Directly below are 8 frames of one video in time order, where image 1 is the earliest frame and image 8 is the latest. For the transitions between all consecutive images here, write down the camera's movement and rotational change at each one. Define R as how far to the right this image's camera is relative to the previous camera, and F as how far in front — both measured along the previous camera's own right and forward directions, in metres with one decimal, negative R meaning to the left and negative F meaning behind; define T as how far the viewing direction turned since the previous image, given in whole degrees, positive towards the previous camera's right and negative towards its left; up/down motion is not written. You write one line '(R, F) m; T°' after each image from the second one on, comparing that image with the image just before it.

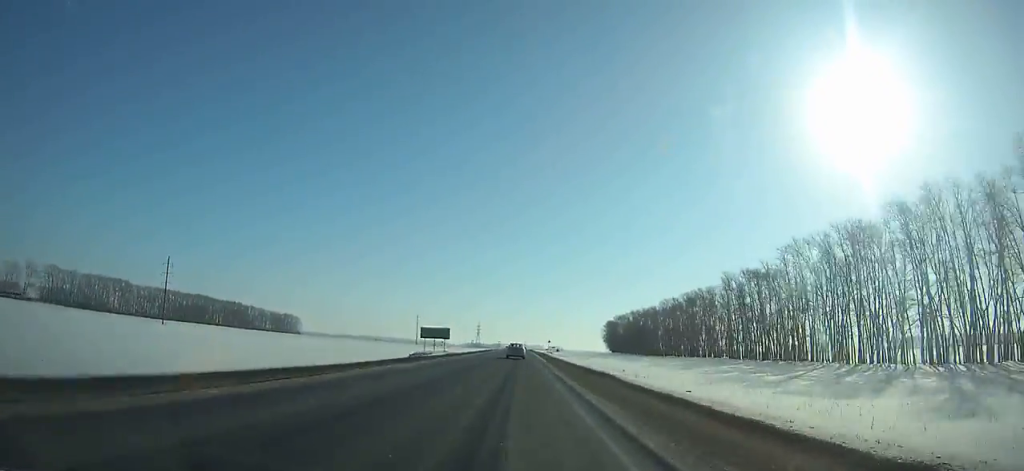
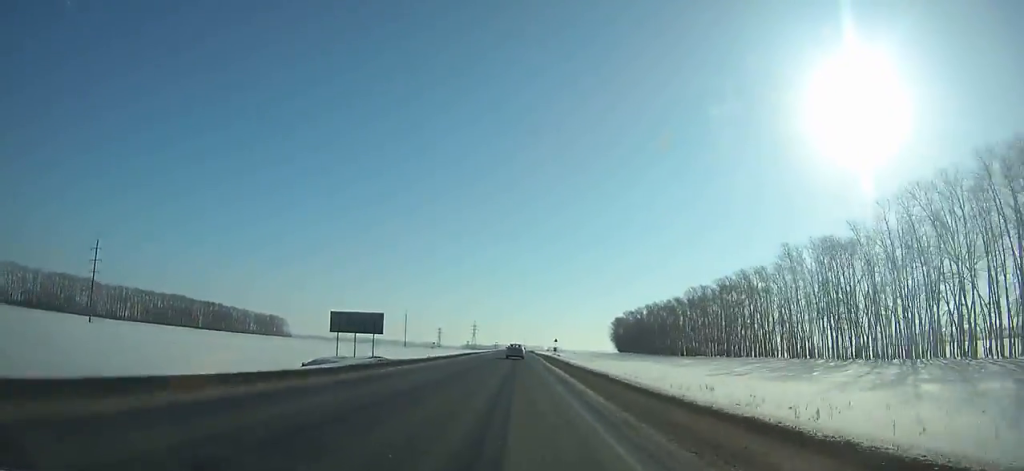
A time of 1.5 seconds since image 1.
(-0.1, +35.0) m; 0°
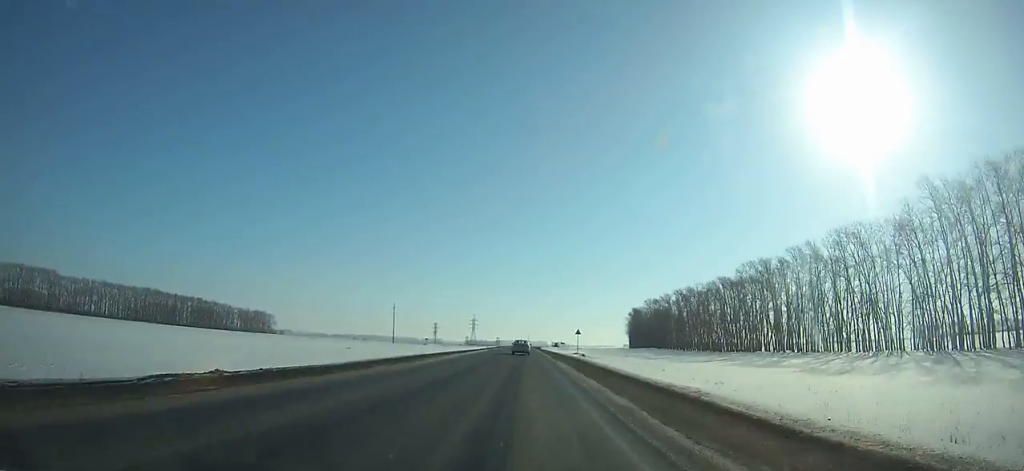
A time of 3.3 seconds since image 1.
(0.0, +41.6) m; 0°
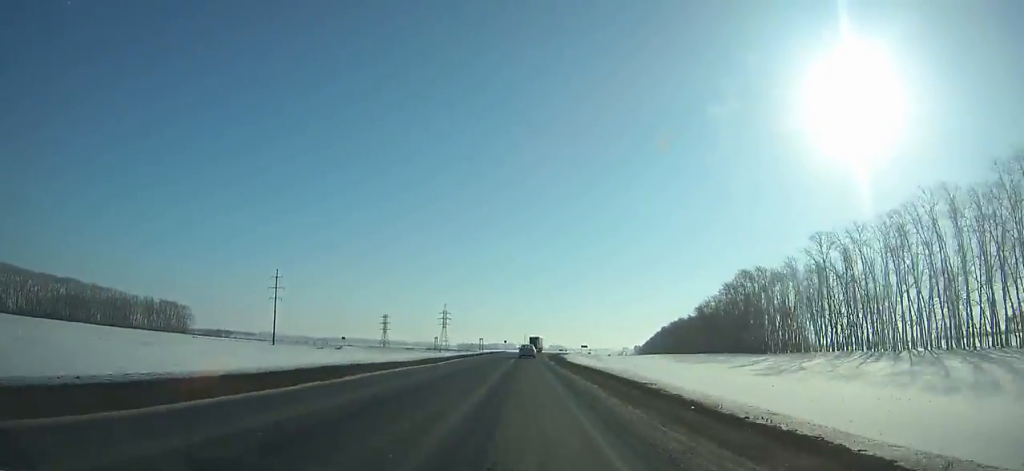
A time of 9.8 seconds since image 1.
(+0.6, +146.2) m; +1°
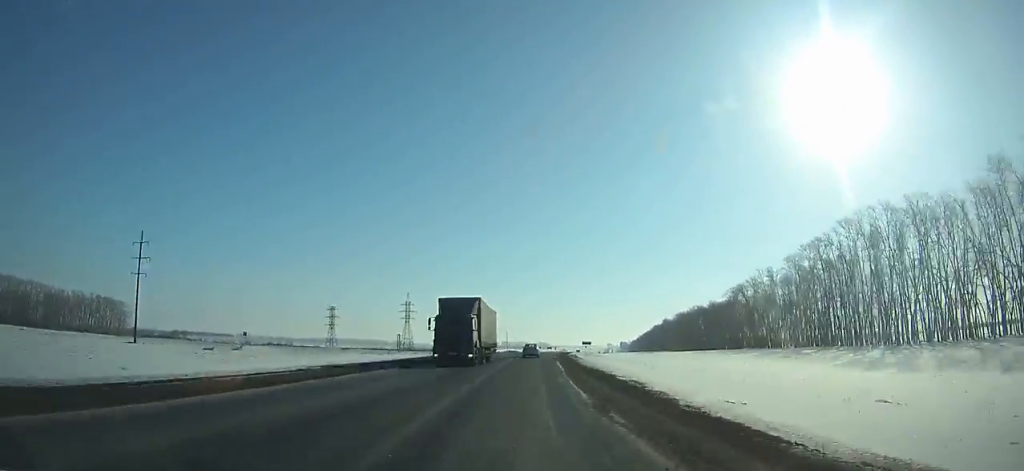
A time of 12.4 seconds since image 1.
(+0.6, +56.5) m; +2°
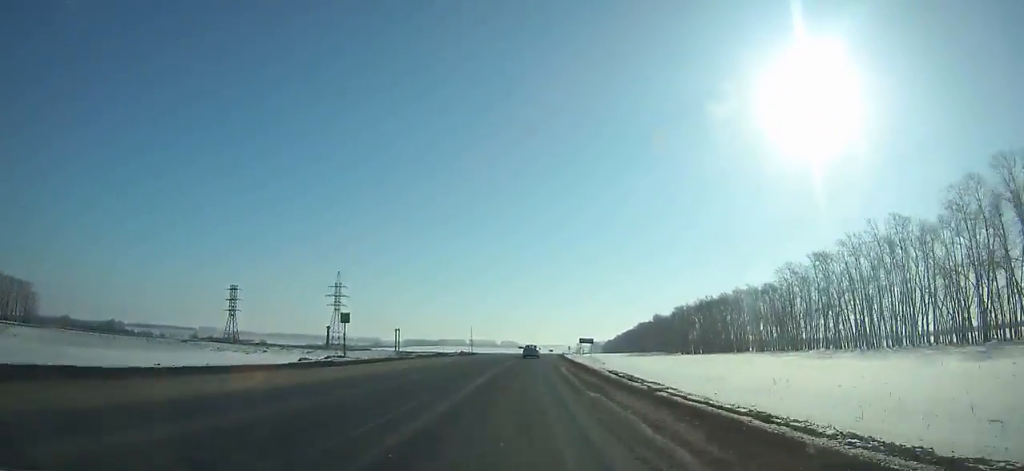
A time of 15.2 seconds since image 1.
(+1.2, +59.9) m; +2°
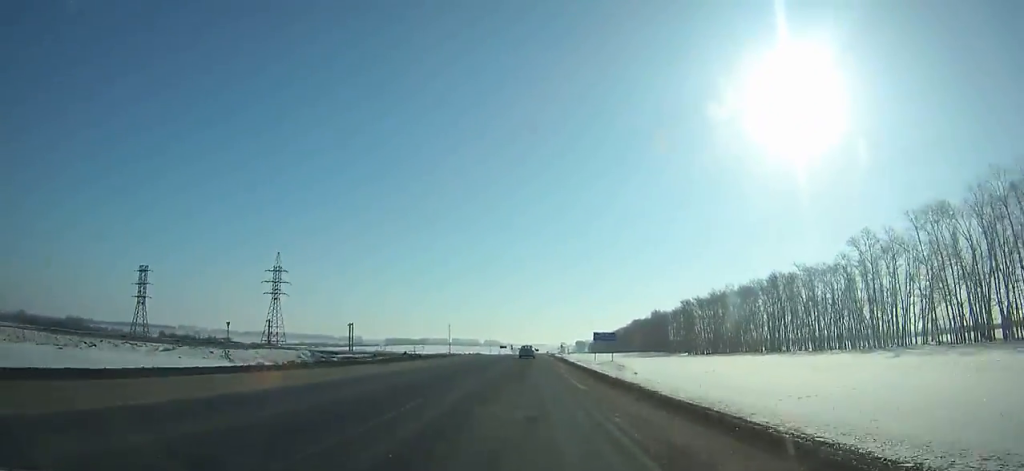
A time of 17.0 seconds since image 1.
(+0.5, +38.2) m; +1°
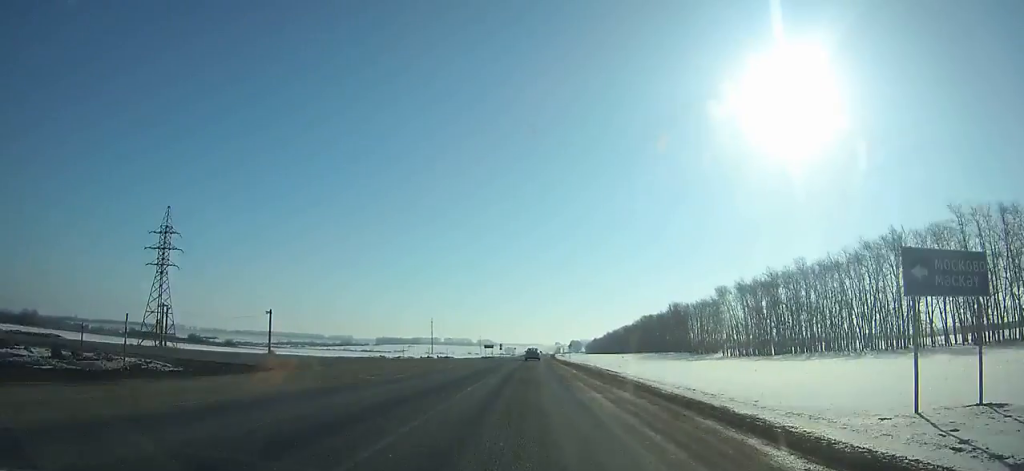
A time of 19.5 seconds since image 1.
(+0.6, +52.5) m; +1°
